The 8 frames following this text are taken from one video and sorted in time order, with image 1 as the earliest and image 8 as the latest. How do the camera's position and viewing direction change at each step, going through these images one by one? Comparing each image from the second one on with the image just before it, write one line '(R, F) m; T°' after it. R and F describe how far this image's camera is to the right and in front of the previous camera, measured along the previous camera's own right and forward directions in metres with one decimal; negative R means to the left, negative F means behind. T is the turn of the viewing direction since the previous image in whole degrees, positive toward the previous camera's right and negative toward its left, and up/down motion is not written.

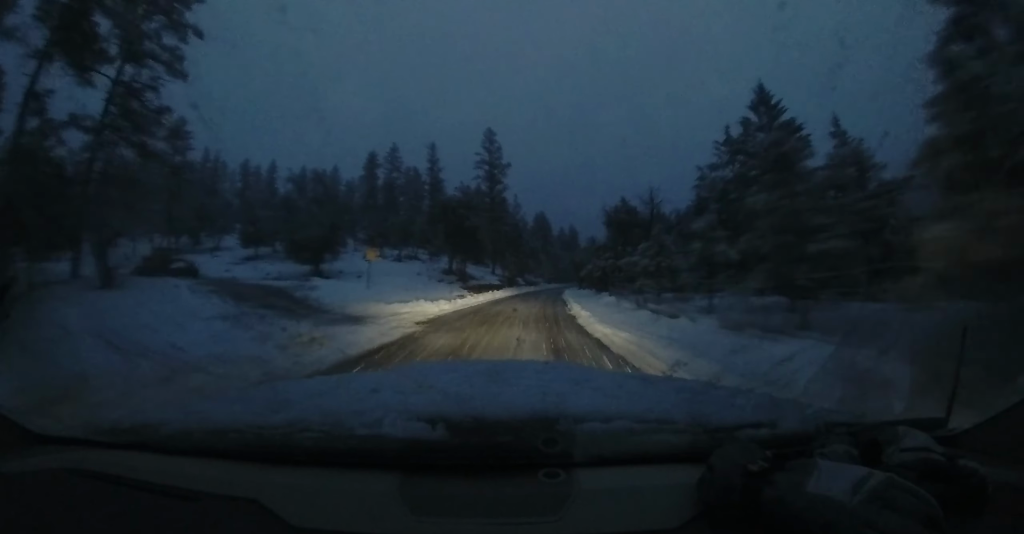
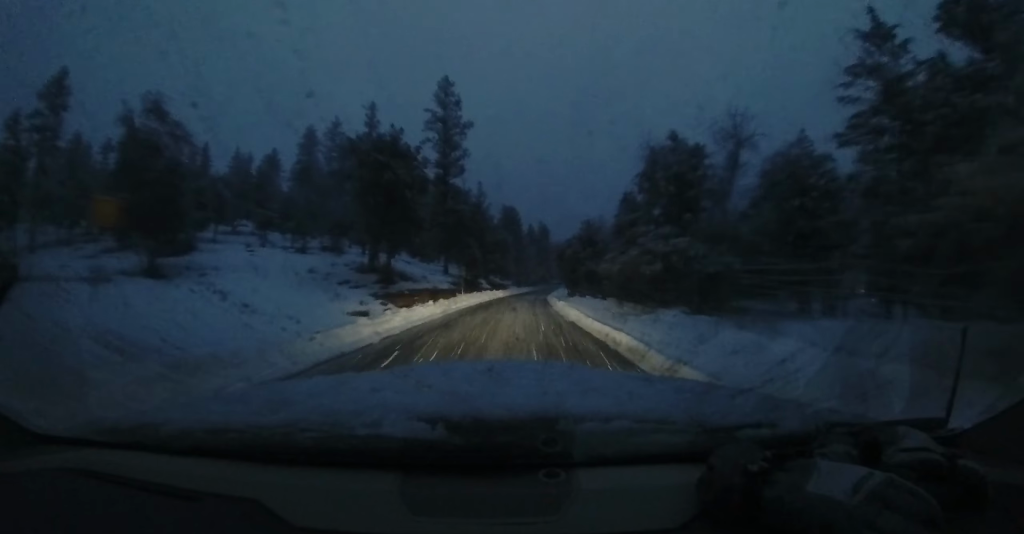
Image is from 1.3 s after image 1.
(+1.0, +16.1) m; +8°
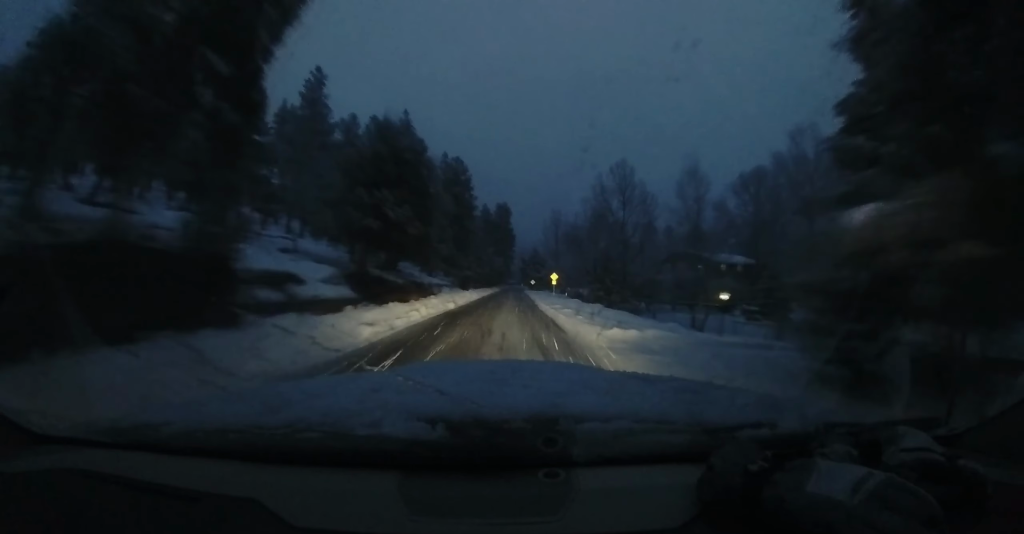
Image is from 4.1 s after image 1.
(+2.1, +36.8) m; +7°
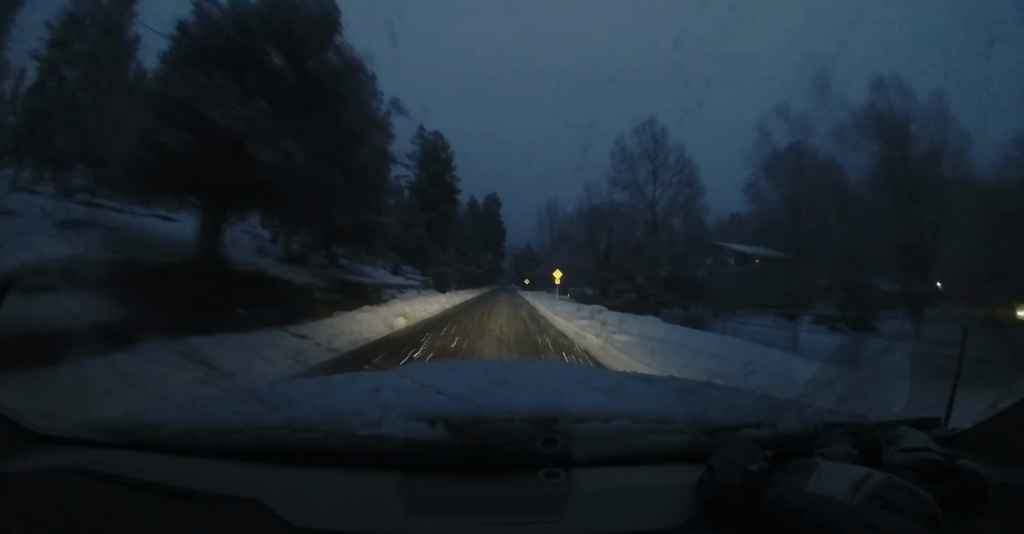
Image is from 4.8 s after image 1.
(+0.6, +10.5) m; +3°
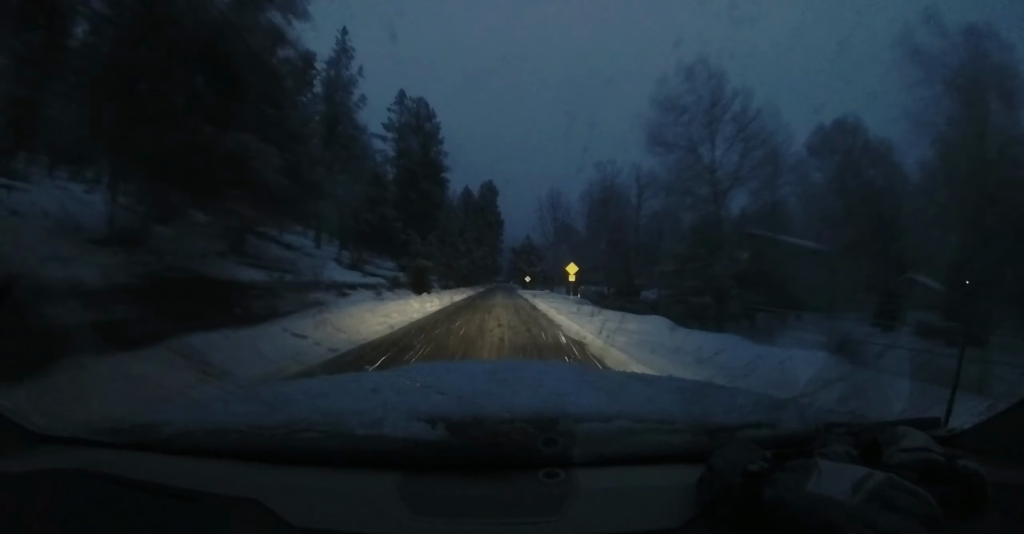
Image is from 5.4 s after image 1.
(+0.1, +8.2) m; +2°
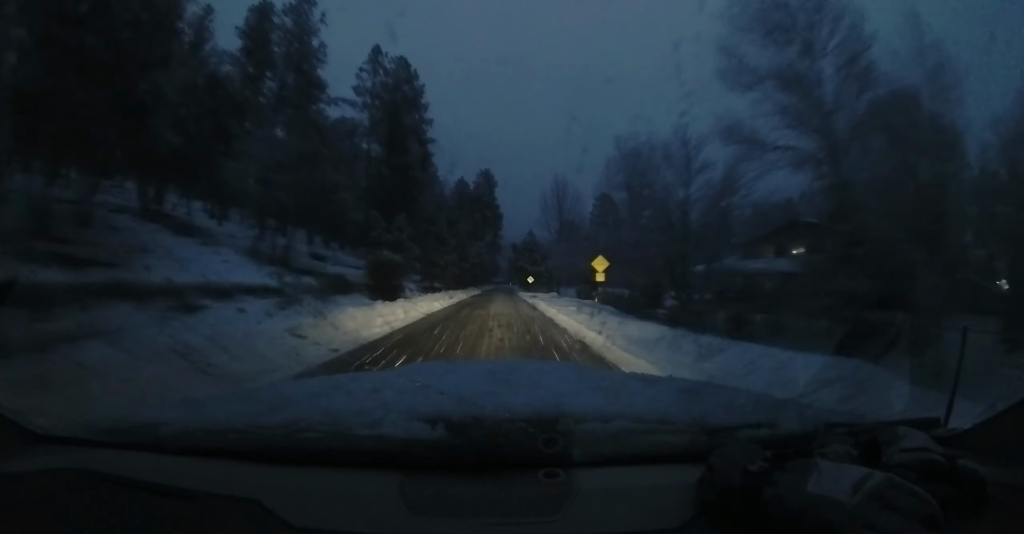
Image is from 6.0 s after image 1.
(-0.1, +8.3) m; +1°
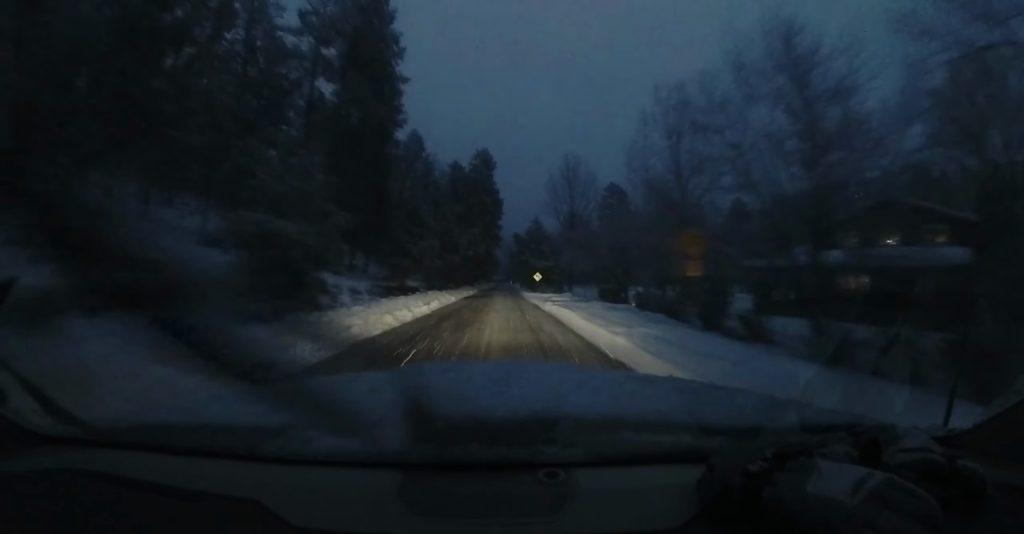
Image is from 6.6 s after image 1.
(+0.2, +9.7) m; +1°
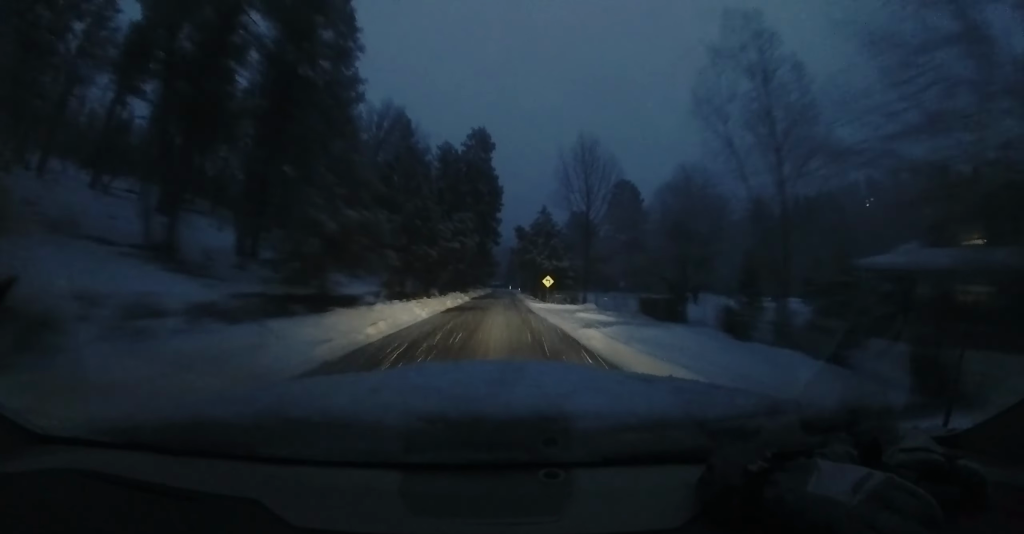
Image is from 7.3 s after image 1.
(+0.2, +10.2) m; +1°
